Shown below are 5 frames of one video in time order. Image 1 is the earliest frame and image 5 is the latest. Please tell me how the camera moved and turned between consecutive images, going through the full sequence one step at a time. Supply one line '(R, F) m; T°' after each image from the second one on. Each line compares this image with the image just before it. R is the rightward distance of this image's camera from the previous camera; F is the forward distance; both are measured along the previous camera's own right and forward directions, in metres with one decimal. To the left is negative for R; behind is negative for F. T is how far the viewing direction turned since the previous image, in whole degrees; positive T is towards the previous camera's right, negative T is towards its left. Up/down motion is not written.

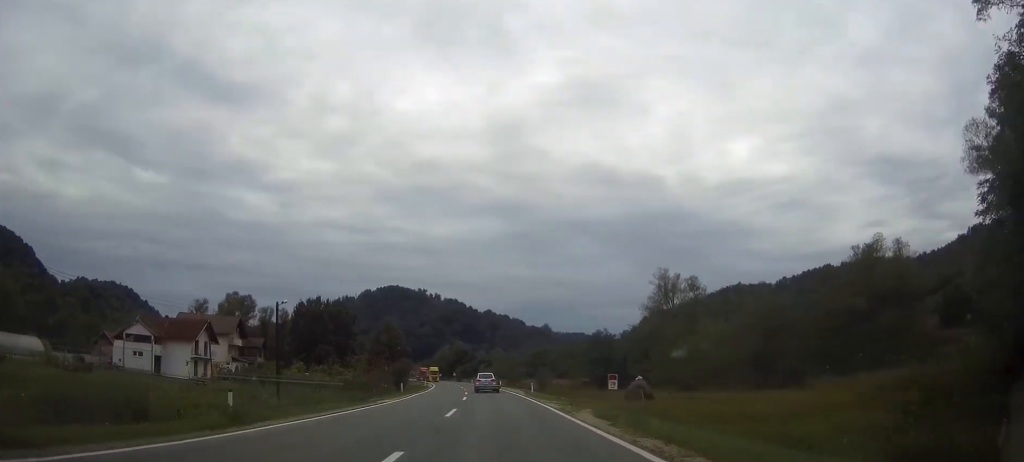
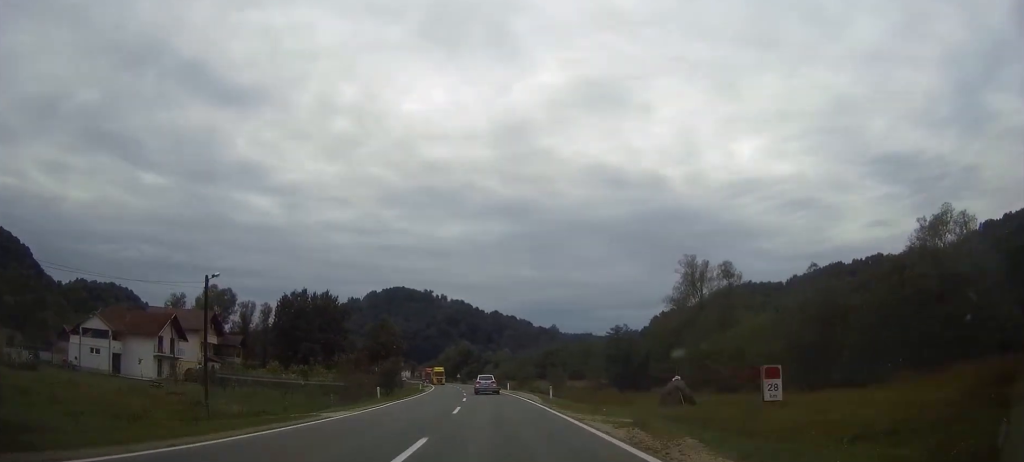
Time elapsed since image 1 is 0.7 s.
(0.0, +13.1) m; 0°
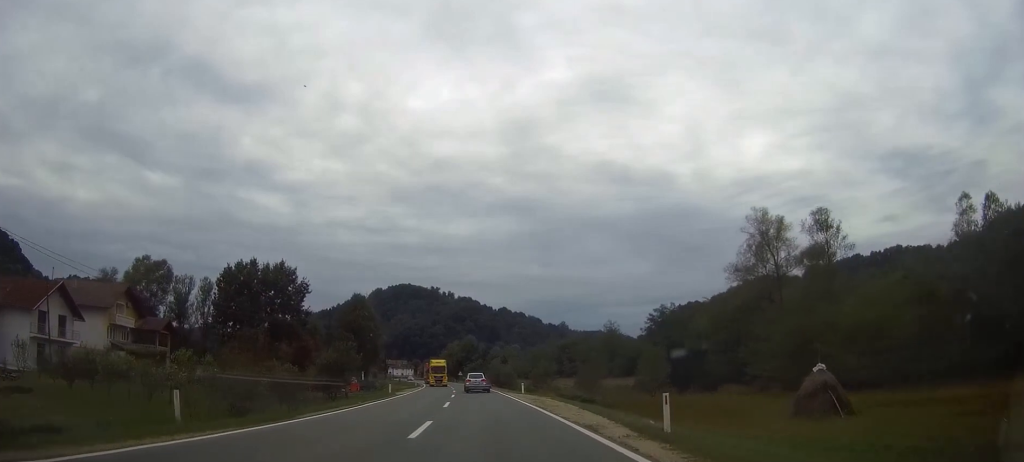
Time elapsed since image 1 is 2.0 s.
(-0.2, +26.6) m; -1°
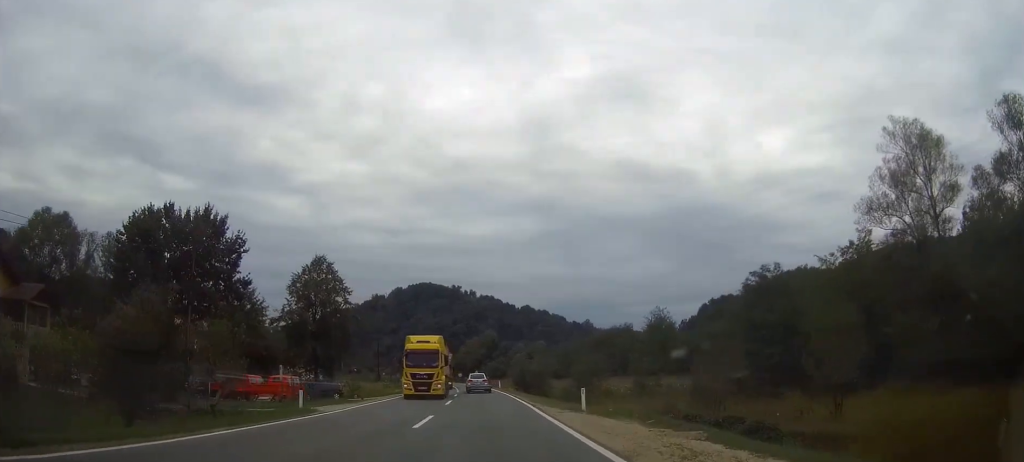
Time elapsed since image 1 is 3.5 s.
(-0.3, +28.7) m; -1°
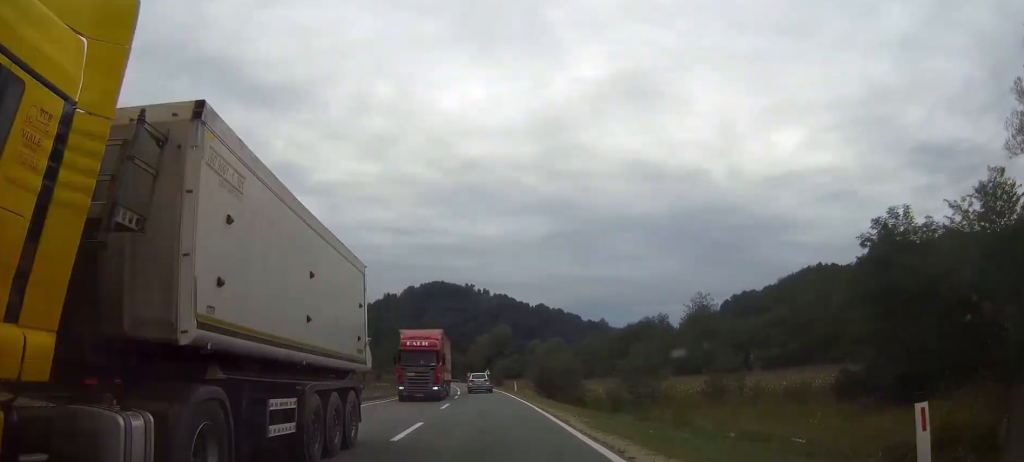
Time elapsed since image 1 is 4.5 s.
(-0.2, +20.0) m; -1°
